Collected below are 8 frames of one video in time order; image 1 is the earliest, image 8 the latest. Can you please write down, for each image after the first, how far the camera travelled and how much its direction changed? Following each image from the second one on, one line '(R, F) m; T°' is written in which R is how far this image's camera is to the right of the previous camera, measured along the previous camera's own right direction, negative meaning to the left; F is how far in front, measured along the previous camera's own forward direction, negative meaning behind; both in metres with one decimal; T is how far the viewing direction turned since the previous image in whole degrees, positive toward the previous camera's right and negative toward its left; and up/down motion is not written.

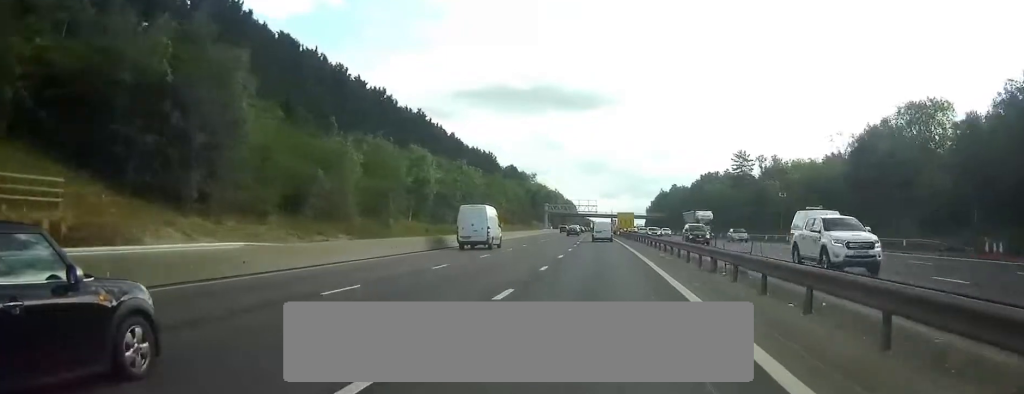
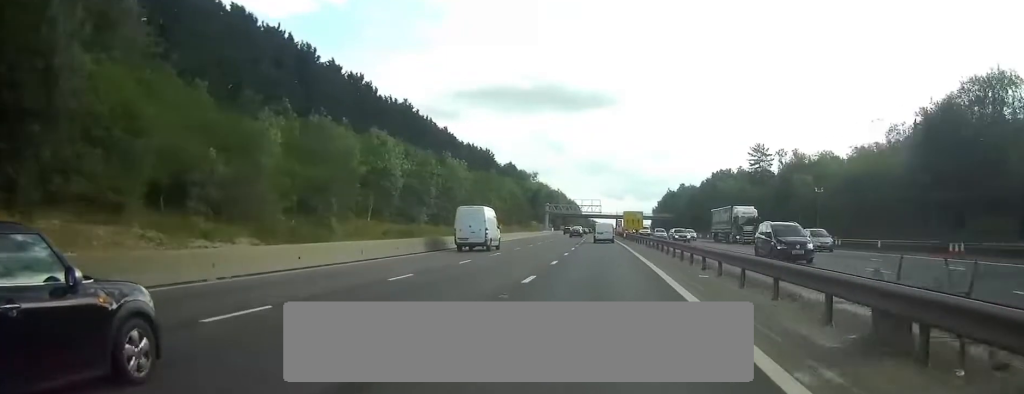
(0.0, +13.8) m; 0°
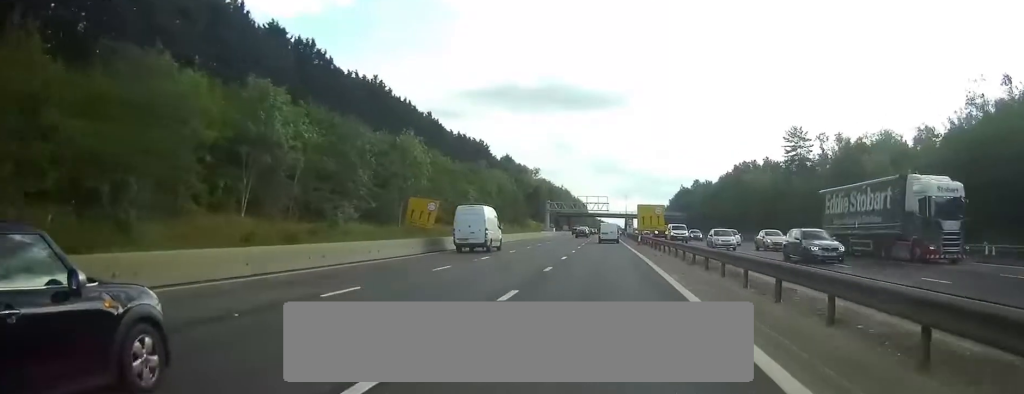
(-0.2, +22.4) m; 0°
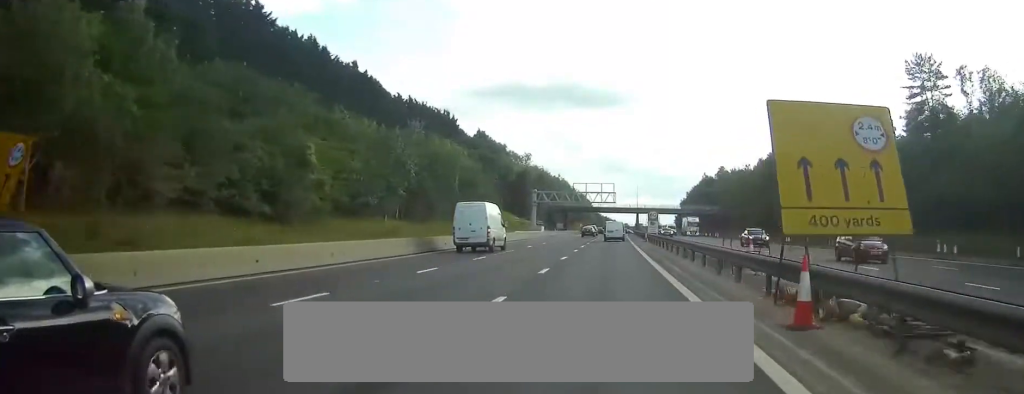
(-0.2, +47.7) m; 0°
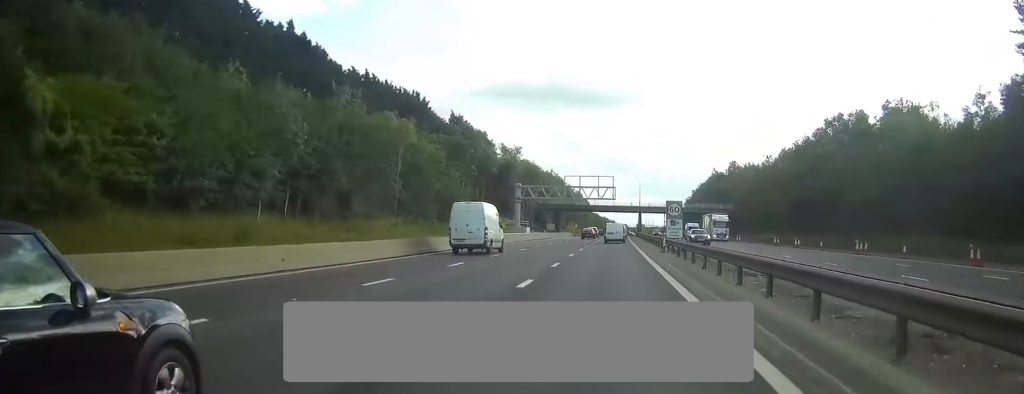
(0.0, +22.9) m; 0°
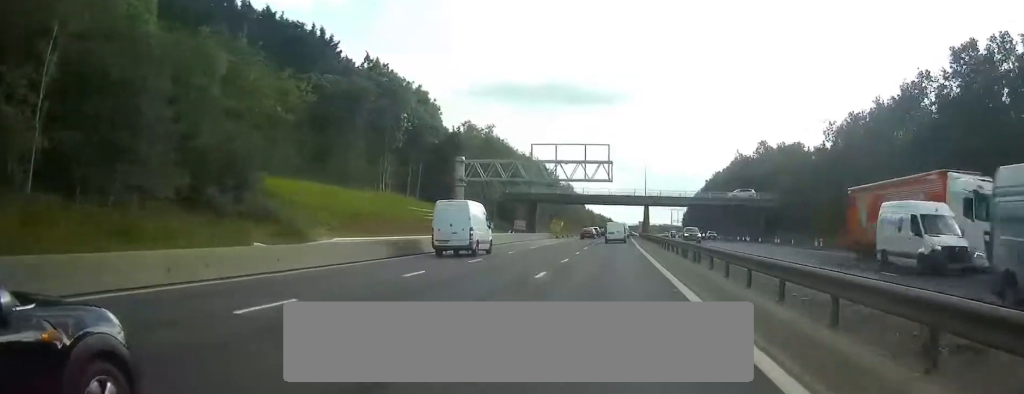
(+0.1, +42.8) m; 0°
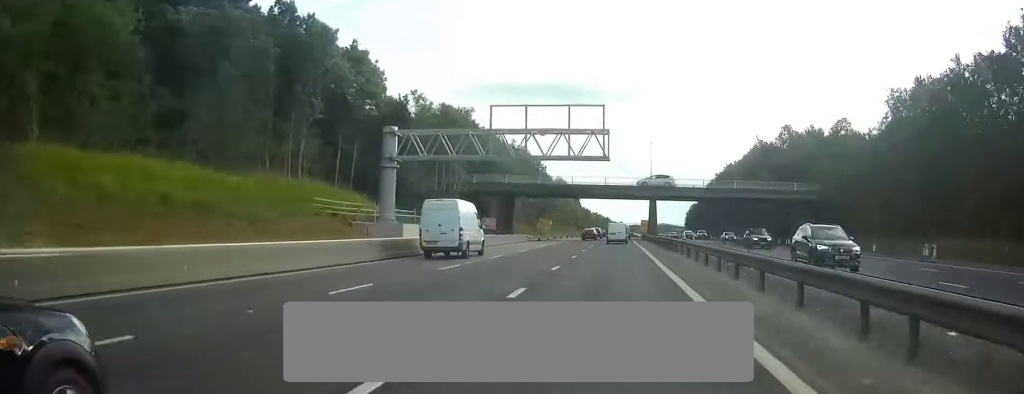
(0.0, +23.4) m; 0°
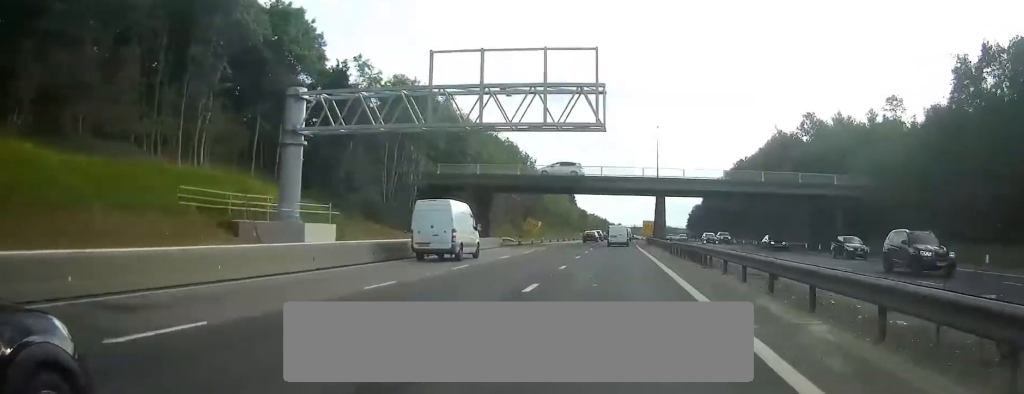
(+0.1, +16.3) m; 0°
